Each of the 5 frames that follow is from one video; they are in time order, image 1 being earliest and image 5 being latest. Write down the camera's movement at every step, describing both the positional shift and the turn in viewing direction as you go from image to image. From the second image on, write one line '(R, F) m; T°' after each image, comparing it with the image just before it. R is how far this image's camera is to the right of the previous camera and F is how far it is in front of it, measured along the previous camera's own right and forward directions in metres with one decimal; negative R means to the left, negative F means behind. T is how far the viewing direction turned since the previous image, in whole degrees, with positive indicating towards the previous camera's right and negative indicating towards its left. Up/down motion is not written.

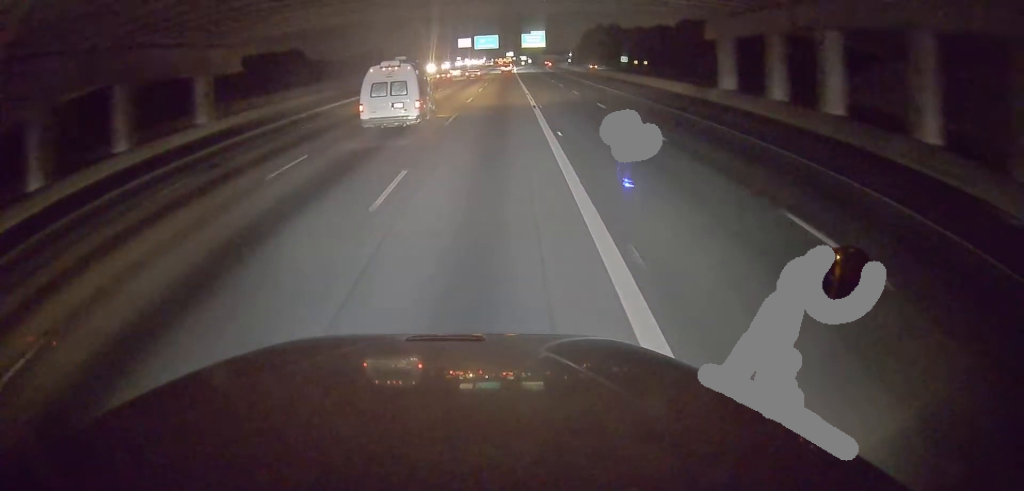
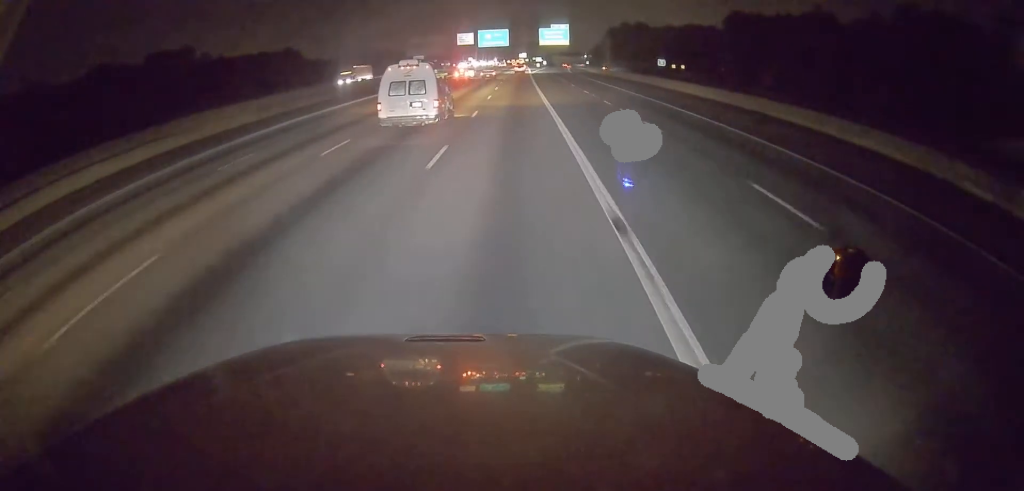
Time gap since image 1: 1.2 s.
(+0.5, +33.1) m; 0°
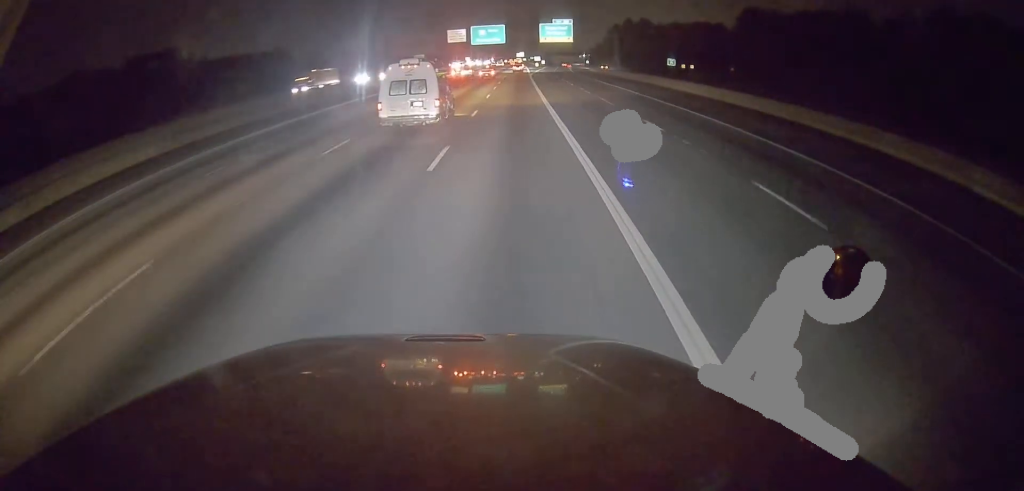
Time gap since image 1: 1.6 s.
(-0.2, +11.8) m; 0°
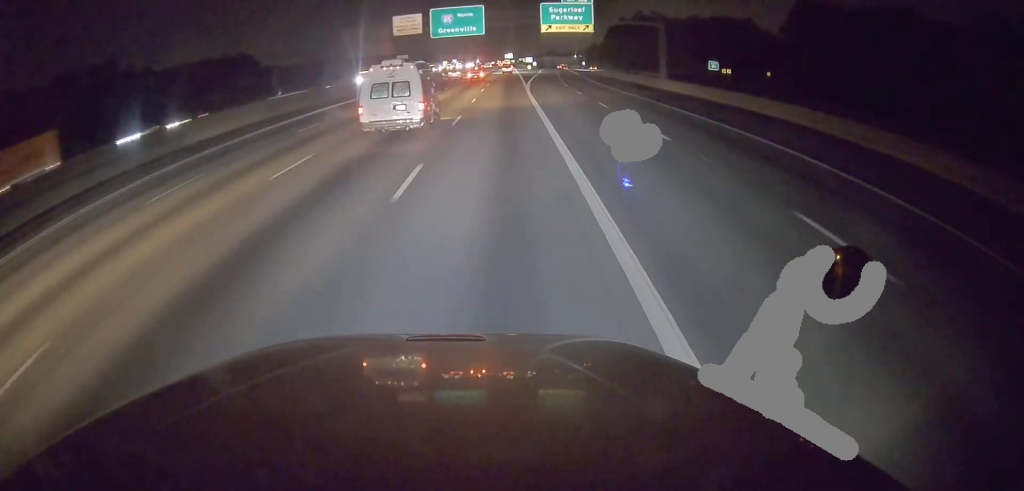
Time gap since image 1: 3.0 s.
(-0.1, +39.6) m; 0°
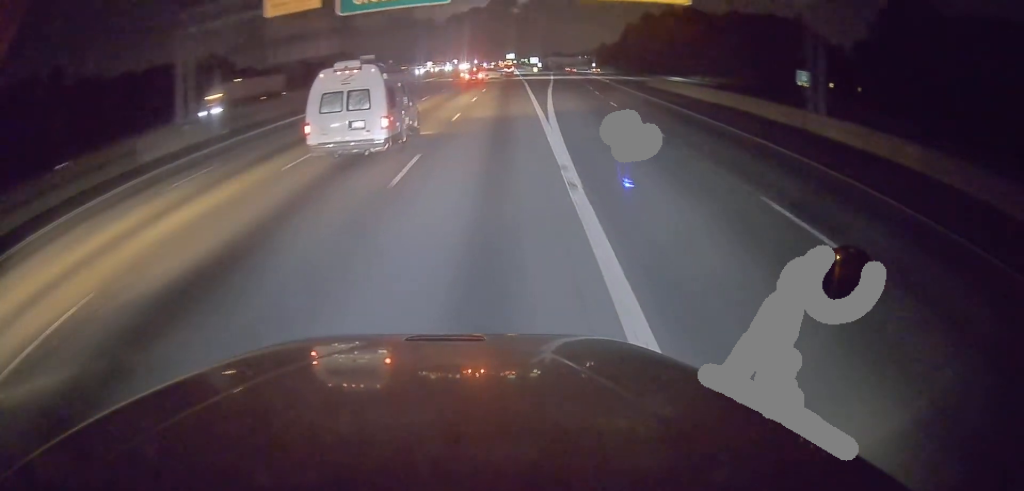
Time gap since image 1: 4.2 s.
(0.0, +33.9) m; 0°
